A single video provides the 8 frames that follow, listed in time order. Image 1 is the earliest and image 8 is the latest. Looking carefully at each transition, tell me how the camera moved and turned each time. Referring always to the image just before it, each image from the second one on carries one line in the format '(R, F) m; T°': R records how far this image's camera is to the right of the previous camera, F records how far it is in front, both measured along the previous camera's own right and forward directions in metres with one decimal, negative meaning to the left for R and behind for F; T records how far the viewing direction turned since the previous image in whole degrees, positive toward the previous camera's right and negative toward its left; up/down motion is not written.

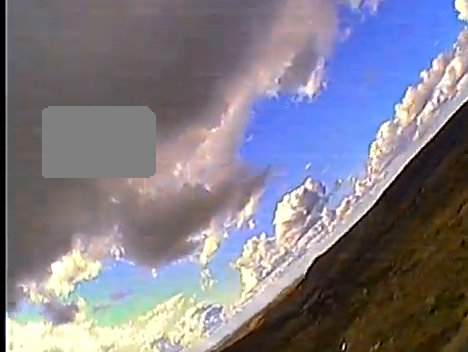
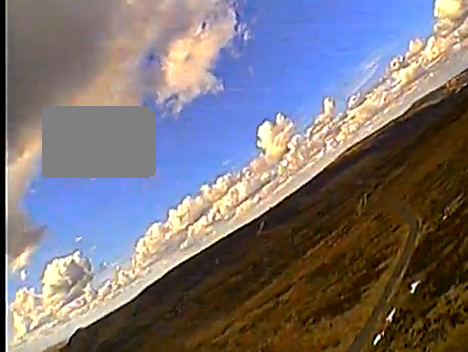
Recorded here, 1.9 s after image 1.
(-8.4, +4.7) m; -99°
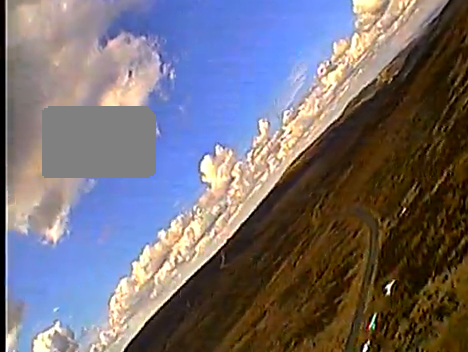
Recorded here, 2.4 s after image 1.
(-0.3, +4.1) m; -16°
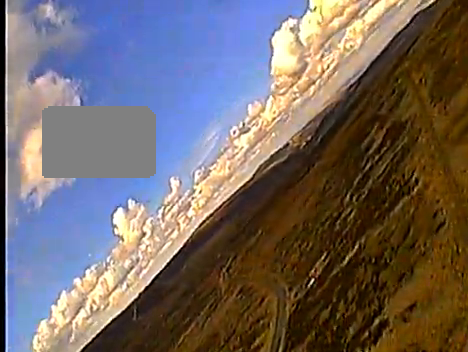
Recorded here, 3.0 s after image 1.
(-1.4, +8.0) m; -10°
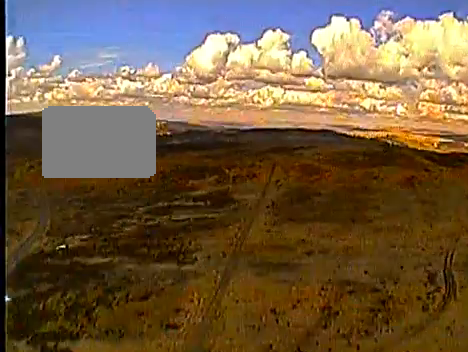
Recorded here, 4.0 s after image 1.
(-1.7, +14.6) m; -2°
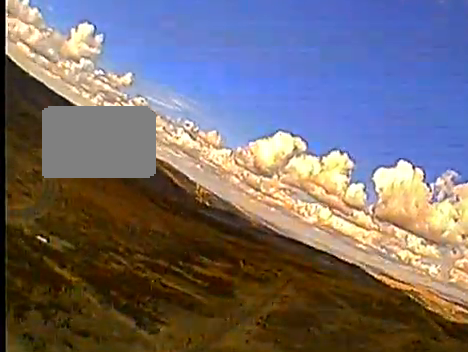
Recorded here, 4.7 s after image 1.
(+0.6, +10.5) m; +10°
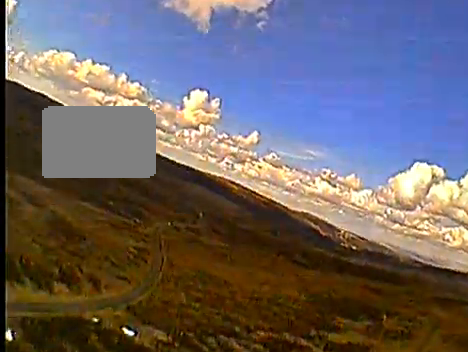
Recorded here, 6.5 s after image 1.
(+7.8, +23.2) m; +35°
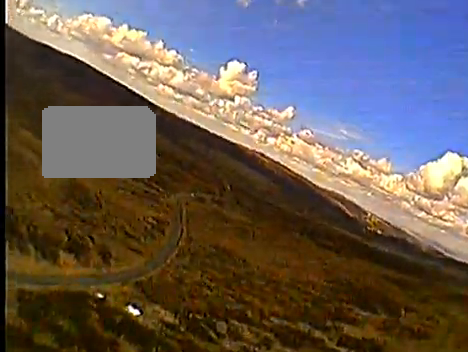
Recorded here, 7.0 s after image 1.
(+0.6, +8.2) m; +6°
